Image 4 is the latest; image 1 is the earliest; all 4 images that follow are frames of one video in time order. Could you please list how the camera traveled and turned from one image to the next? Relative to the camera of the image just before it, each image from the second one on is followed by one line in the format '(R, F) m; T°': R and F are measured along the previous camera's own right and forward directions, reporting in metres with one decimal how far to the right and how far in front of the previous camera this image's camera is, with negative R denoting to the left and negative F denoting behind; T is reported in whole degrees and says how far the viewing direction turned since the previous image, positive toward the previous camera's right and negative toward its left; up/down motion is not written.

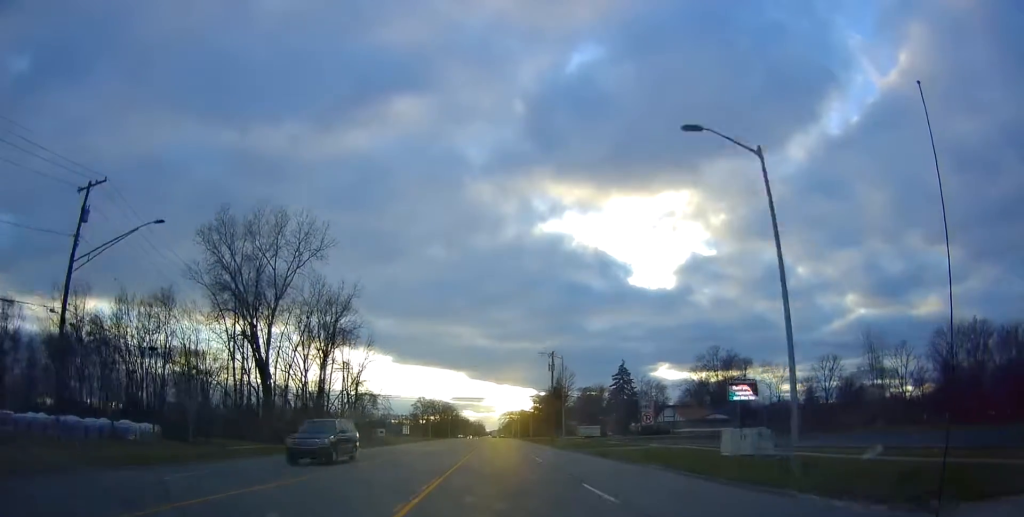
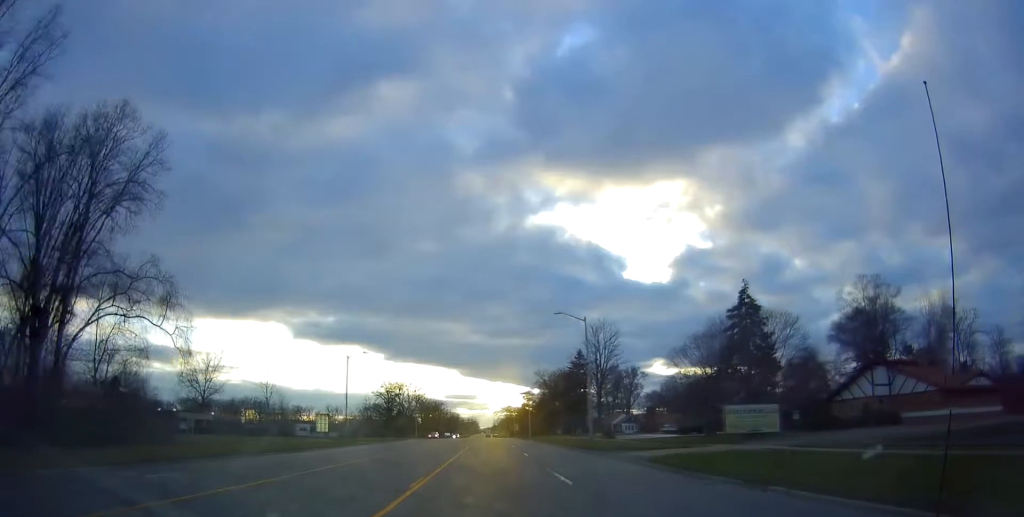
(-1.2, +74.7) m; -2°
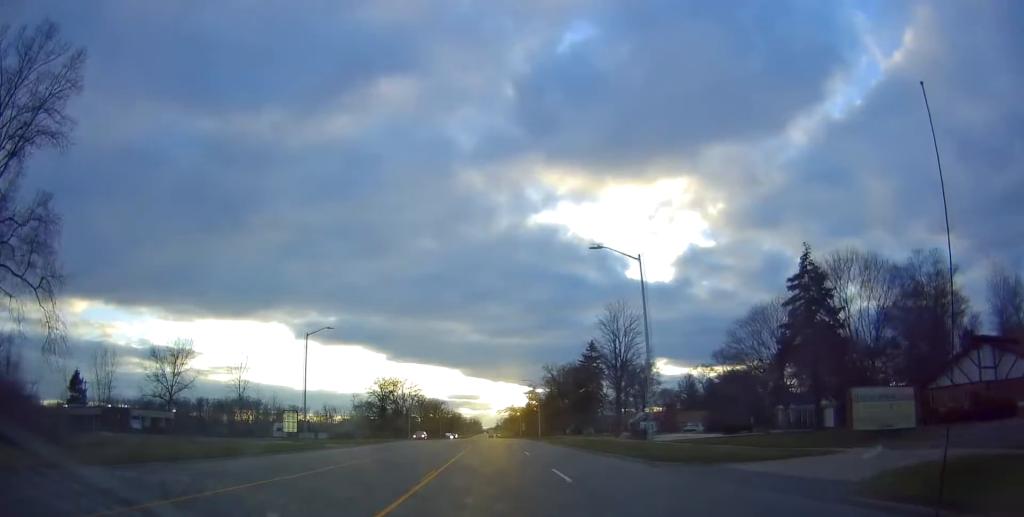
(0.0, +15.2) m; -1°
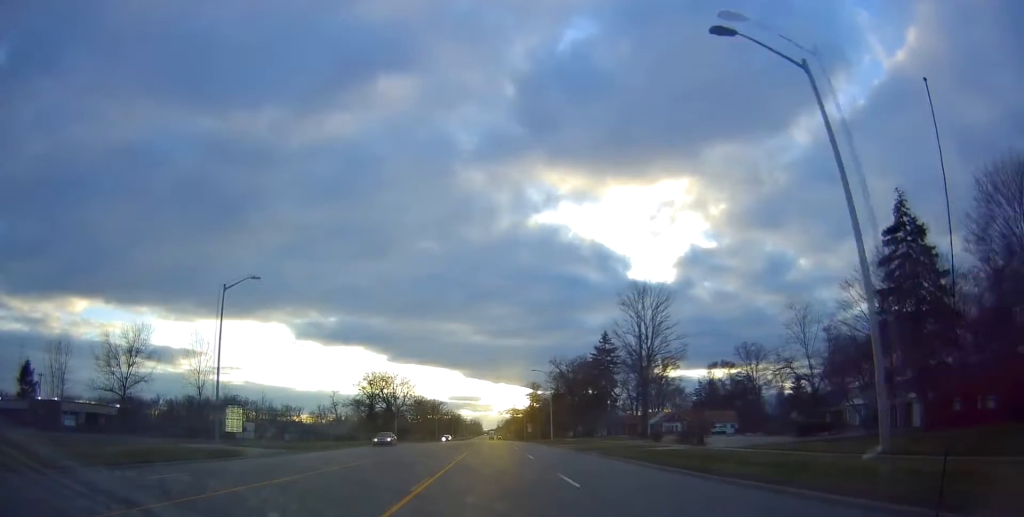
(-0.3, +16.4) m; +1°
